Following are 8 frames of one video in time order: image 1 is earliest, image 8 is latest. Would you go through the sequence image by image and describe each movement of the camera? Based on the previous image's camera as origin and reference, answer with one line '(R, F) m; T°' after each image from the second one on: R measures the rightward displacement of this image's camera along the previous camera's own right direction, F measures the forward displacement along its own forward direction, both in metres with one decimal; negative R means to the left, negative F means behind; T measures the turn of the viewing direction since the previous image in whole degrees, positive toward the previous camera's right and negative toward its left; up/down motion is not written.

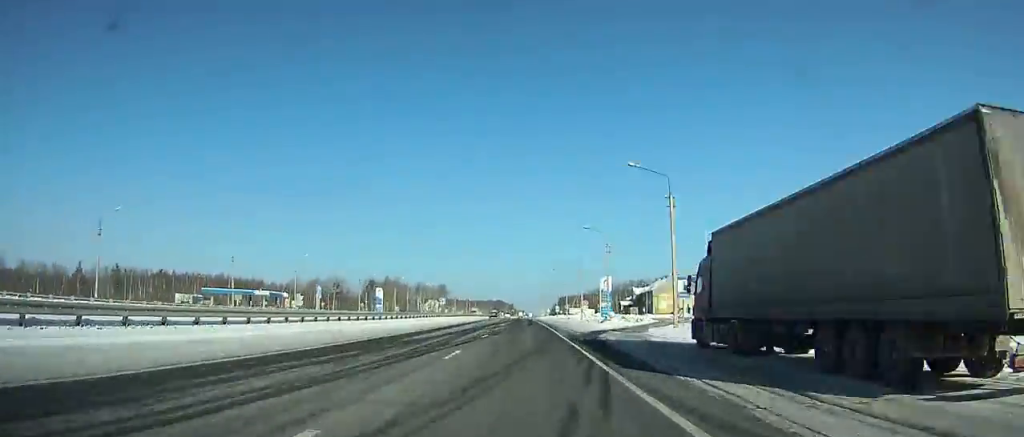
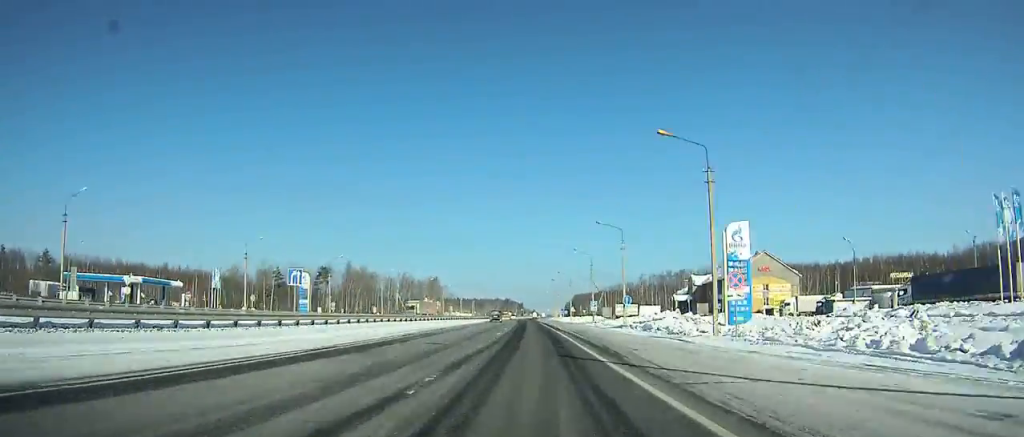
(-0.8, +65.7) m; -1°
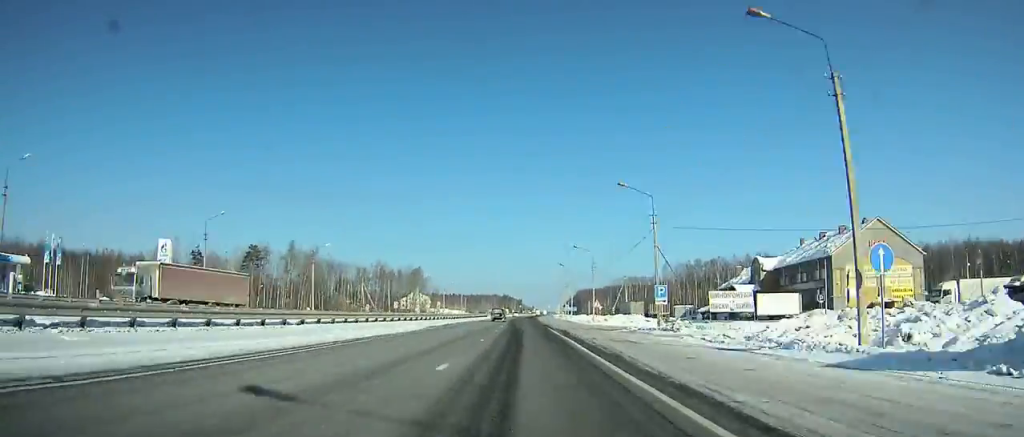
(0.0, +46.0) m; 0°
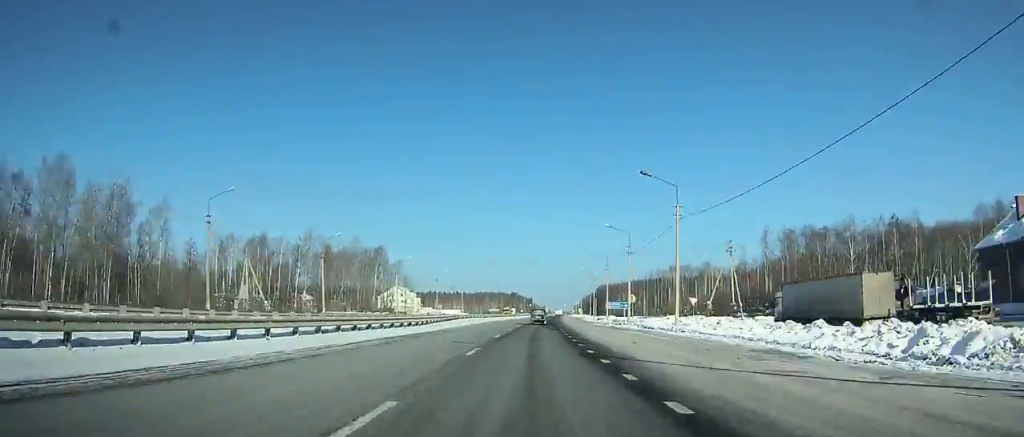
(-0.3, +79.9) m; 0°
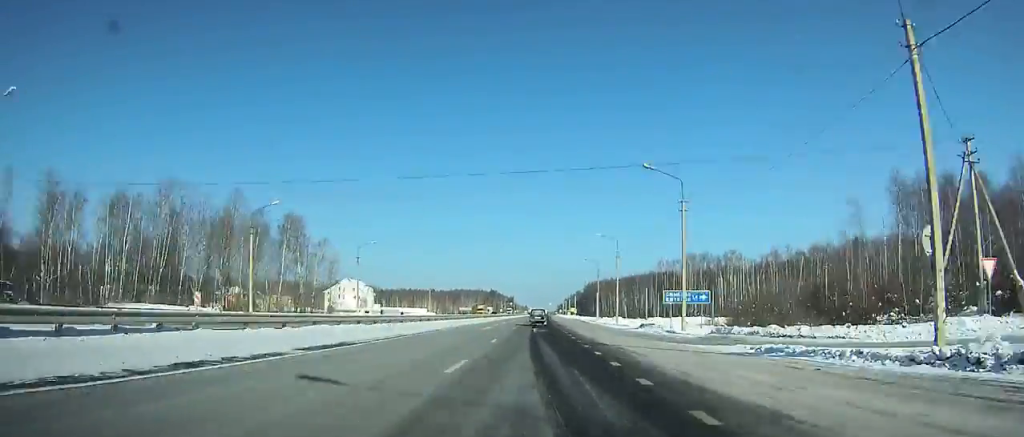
(+0.3, +52.5) m; +1°
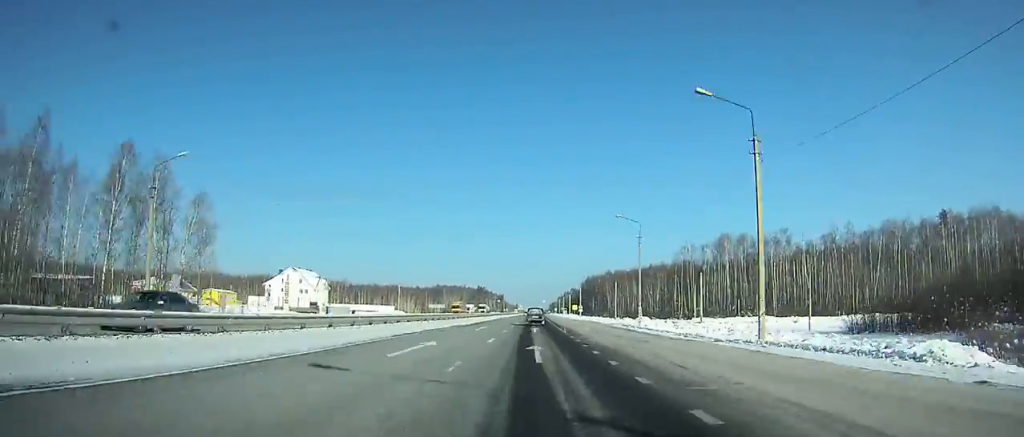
(+0.3, +48.2) m; +1°
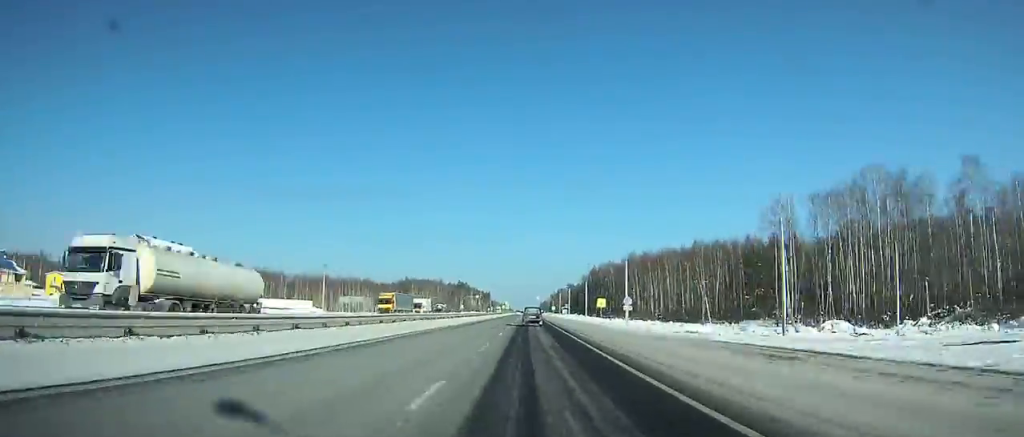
(+0.9, +76.2) m; +1°
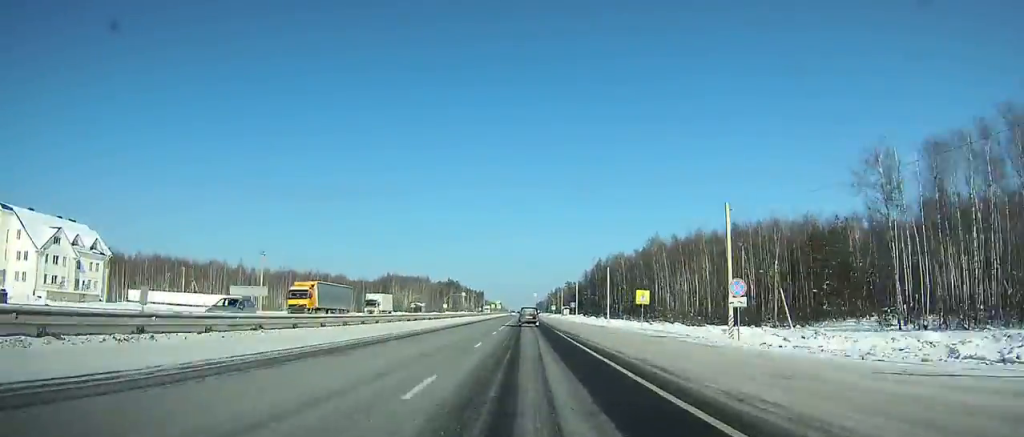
(+0.4, +34.8) m; 0°
